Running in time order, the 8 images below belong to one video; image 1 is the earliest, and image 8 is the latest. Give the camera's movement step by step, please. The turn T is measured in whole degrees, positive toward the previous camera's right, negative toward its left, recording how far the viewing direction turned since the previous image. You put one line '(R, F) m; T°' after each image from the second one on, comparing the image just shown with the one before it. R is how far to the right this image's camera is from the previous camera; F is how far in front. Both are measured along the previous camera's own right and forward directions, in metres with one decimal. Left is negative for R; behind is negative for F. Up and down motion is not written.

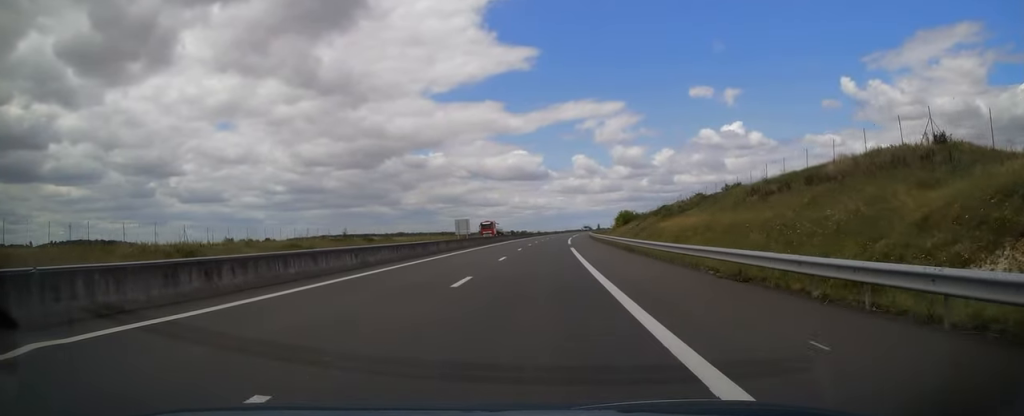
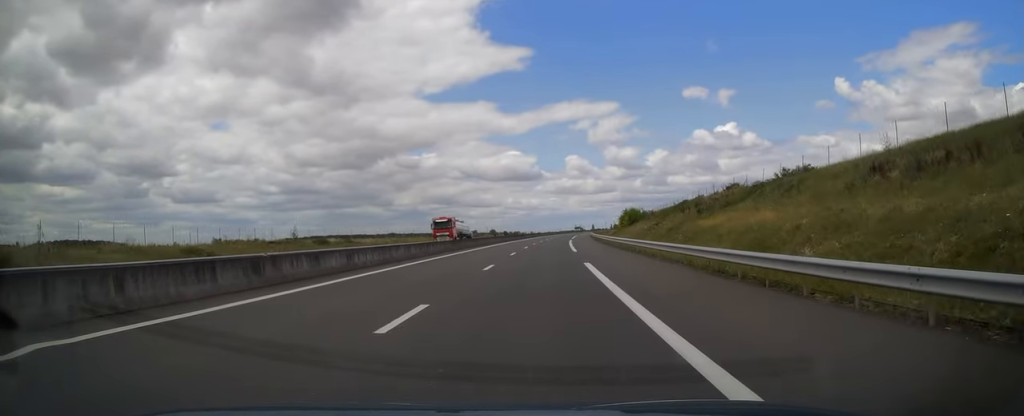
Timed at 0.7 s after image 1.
(+0.3, +19.6) m; +1°
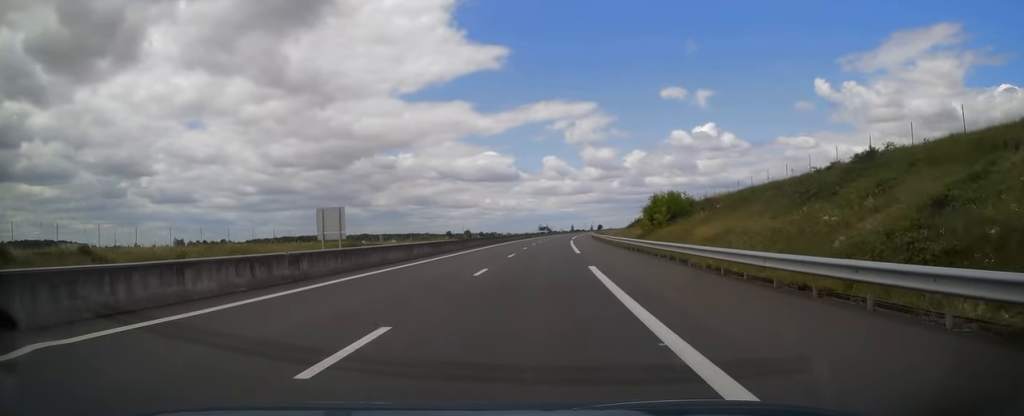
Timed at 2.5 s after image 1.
(+0.7, +54.2) m; +2°
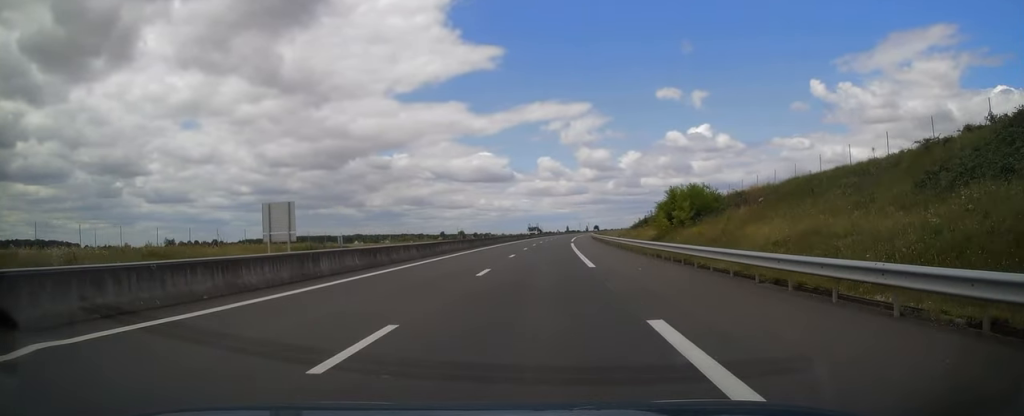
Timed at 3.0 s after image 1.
(0.0, +12.7) m; 0°
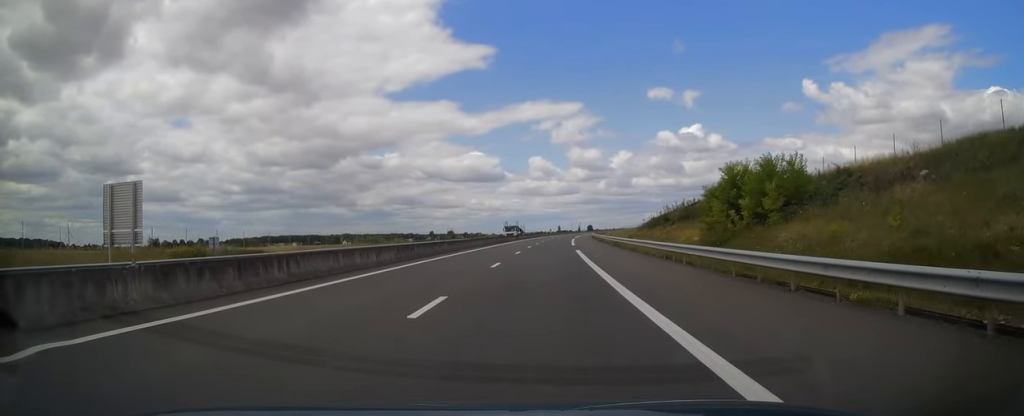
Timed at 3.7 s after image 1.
(0.0, +22.0) m; +1°
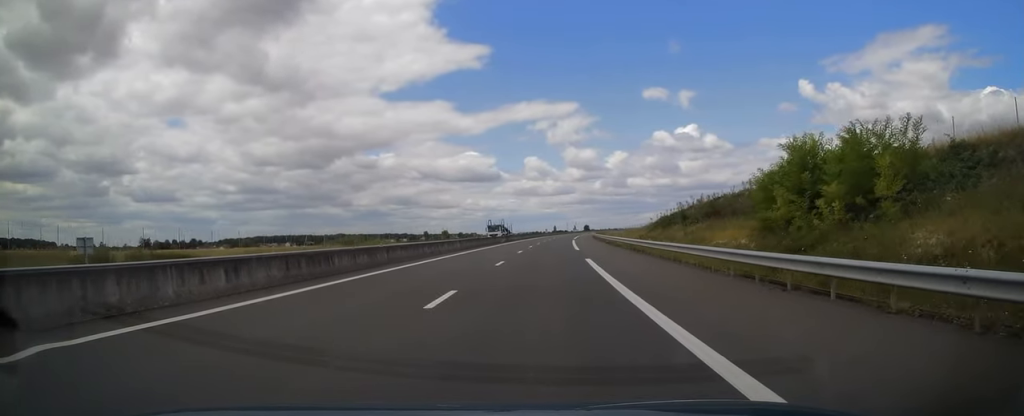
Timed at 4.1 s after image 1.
(+0.1, +11.7) m; +1°
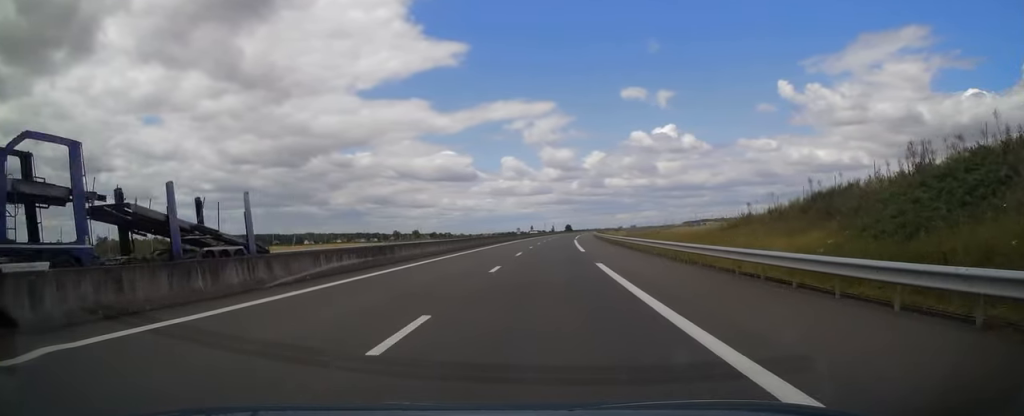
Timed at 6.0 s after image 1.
(+1.4, +55.7) m; +2°
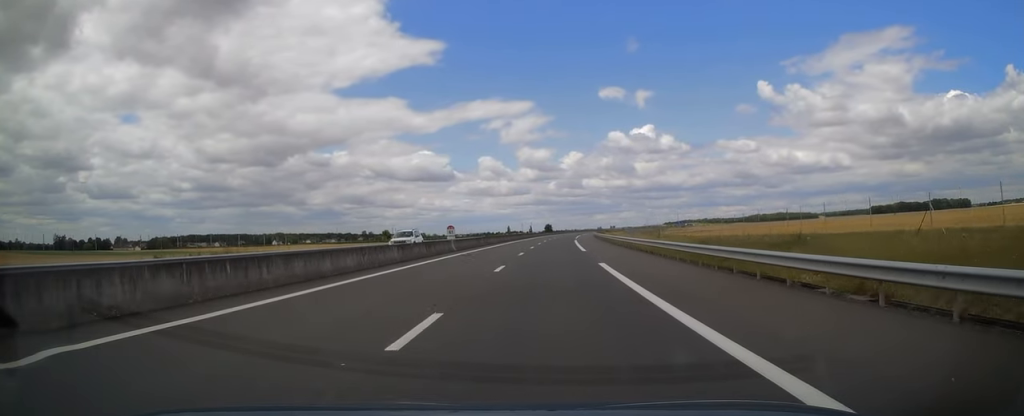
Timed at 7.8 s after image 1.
(+1.4, +51.1) m; +2°
